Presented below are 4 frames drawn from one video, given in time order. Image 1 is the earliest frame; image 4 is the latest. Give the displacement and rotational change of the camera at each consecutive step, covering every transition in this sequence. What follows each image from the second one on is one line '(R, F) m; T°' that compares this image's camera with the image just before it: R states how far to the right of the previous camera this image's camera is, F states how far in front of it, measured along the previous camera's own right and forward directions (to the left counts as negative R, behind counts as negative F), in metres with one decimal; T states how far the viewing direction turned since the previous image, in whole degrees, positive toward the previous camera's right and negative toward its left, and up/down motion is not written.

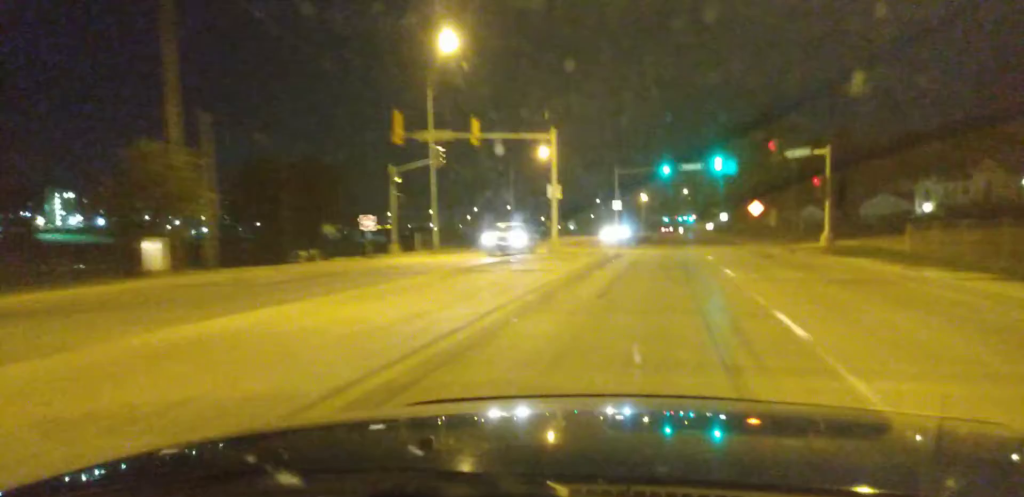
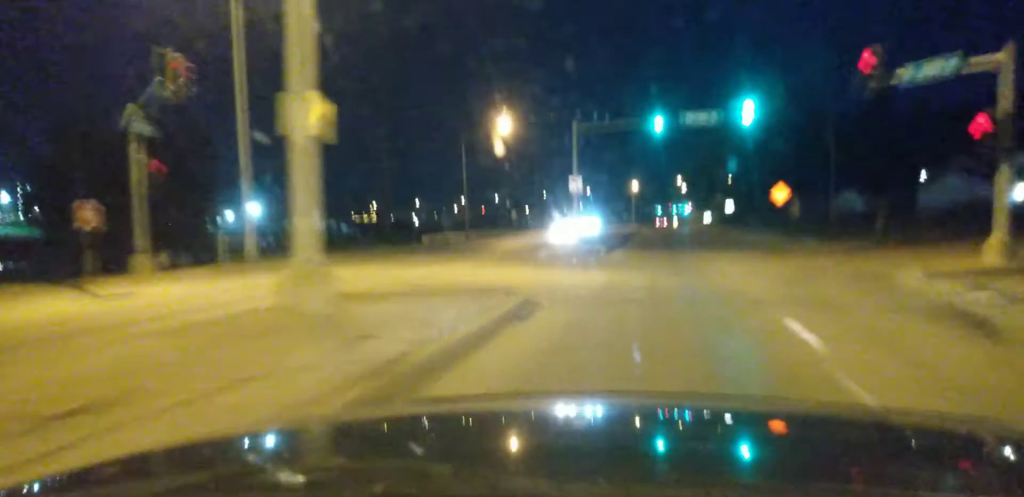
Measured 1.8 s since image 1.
(+0.2, +26.0) m; 0°
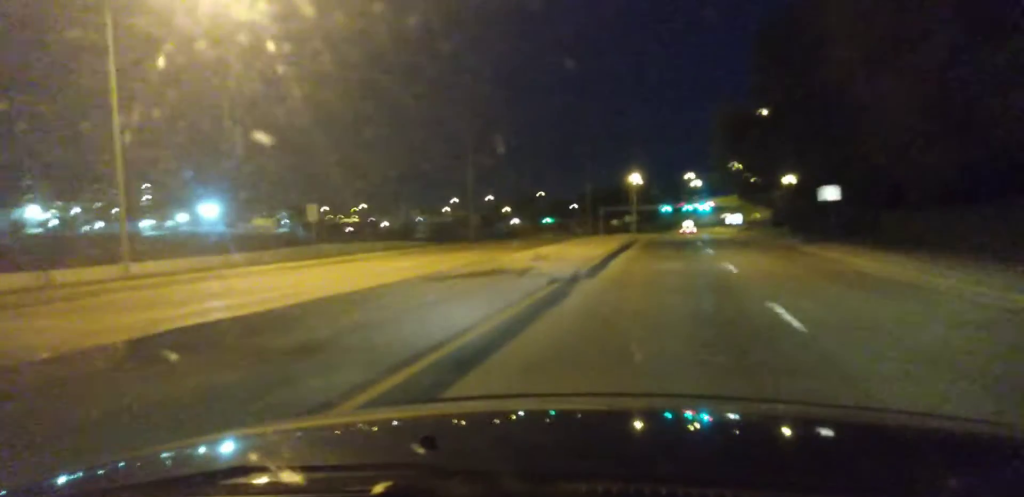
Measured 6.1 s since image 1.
(-1.2, +62.2) m; -1°
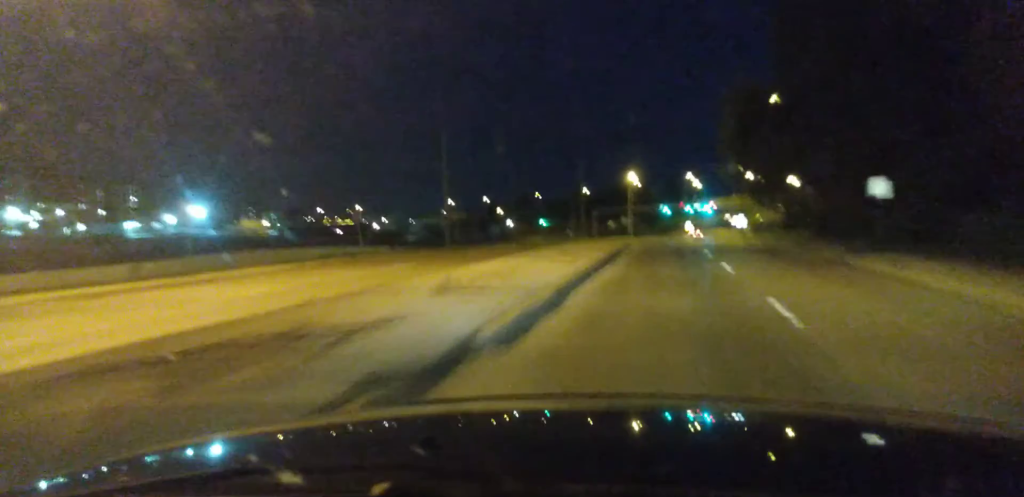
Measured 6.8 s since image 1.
(0.0, +10.4) m; 0°
